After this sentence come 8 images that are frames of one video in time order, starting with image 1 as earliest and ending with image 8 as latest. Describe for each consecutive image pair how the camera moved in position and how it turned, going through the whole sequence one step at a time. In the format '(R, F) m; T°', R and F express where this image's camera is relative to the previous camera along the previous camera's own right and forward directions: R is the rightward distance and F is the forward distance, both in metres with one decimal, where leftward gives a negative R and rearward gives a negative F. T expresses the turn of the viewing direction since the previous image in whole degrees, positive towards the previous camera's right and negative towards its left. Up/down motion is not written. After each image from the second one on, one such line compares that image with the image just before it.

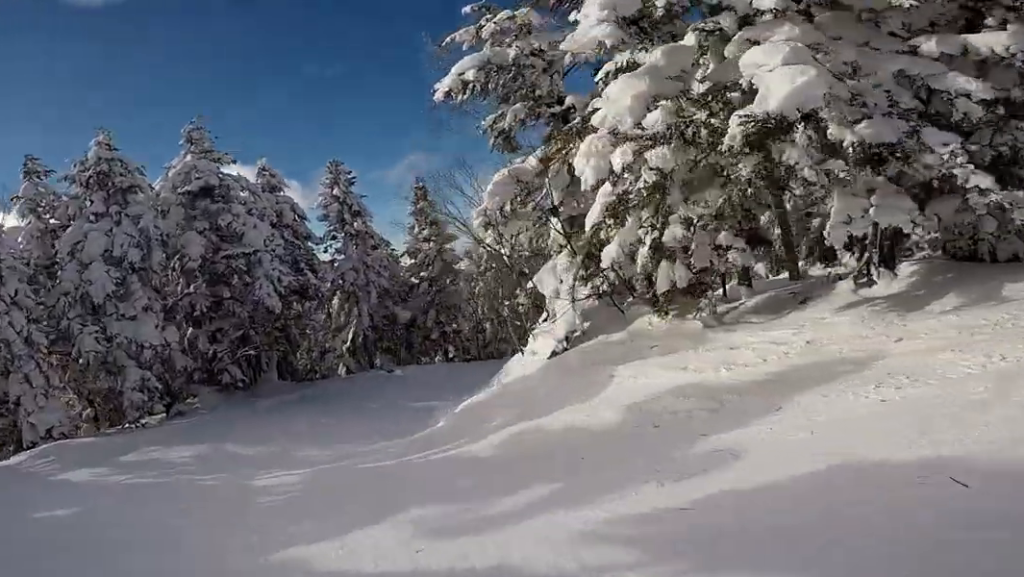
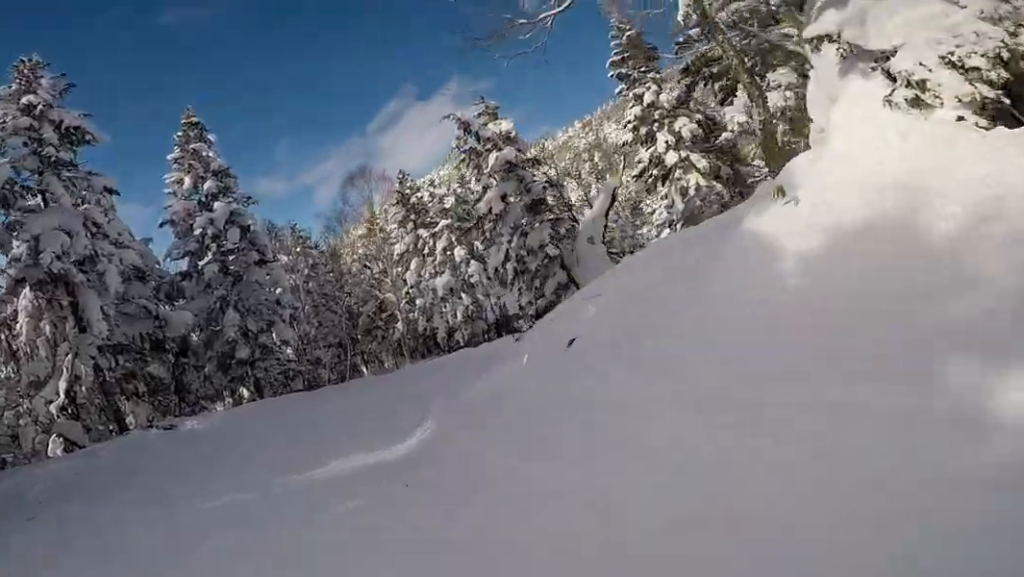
(+4.2, +11.2) m; +43°
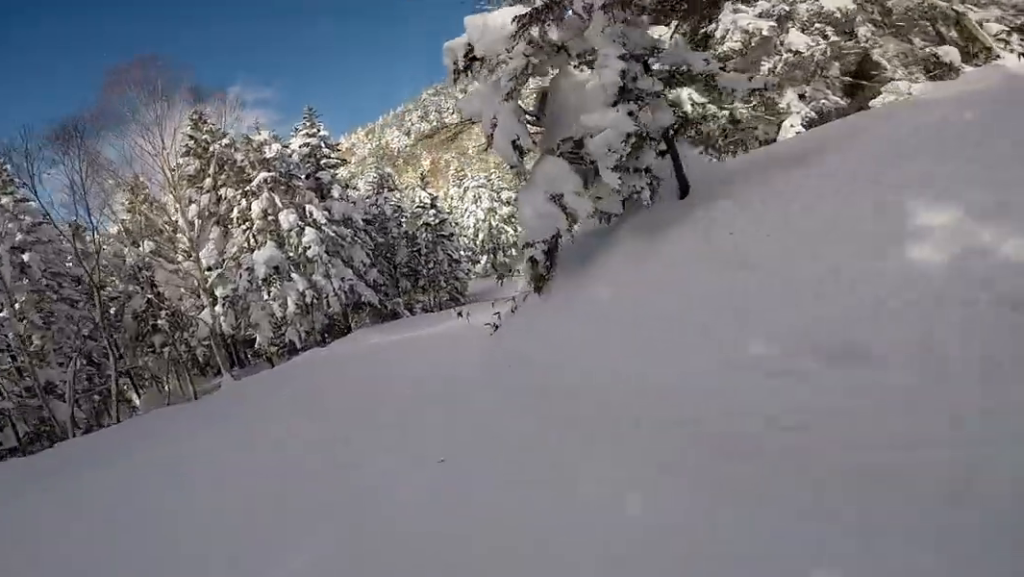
(+2.7, +8.8) m; +30°
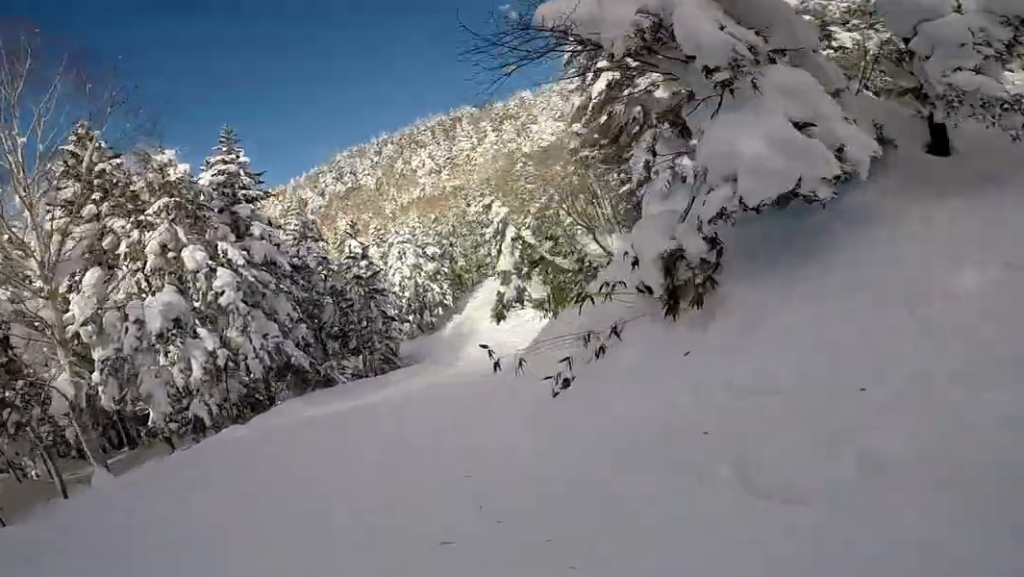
(+0.6, +4.7) m; +13°
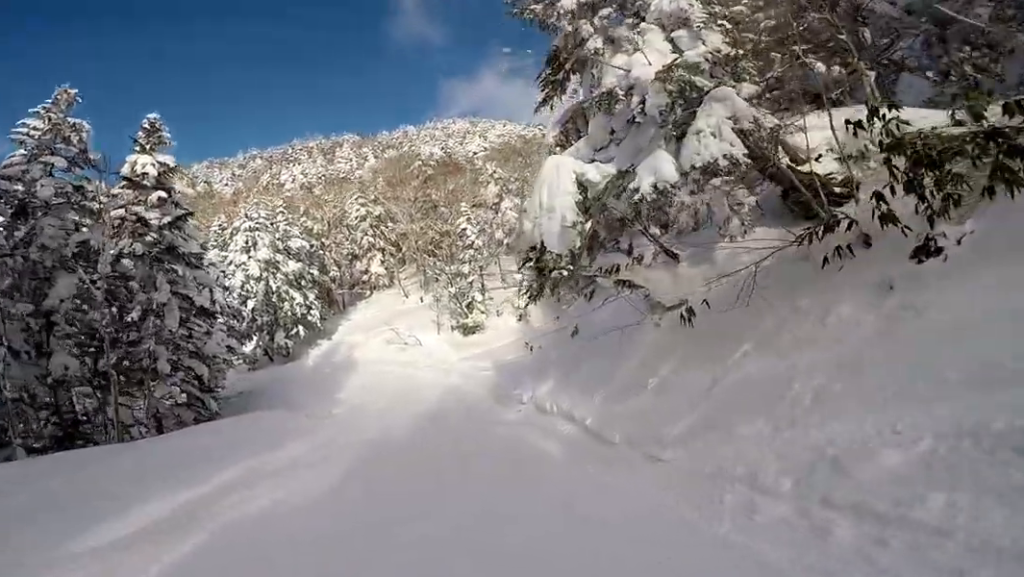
(+3.2, +17.8) m; +1°
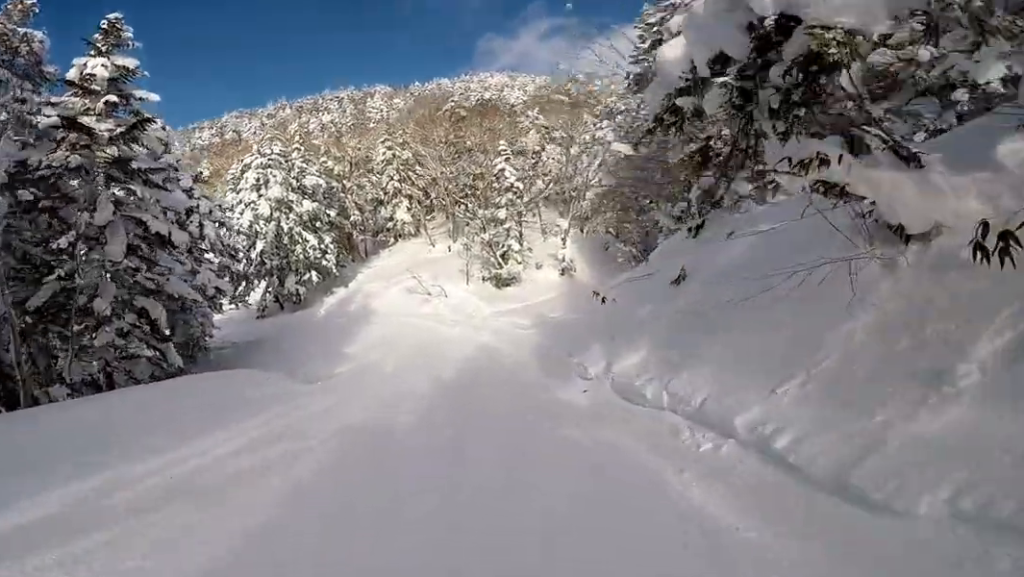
(-0.2, +4.0) m; -7°
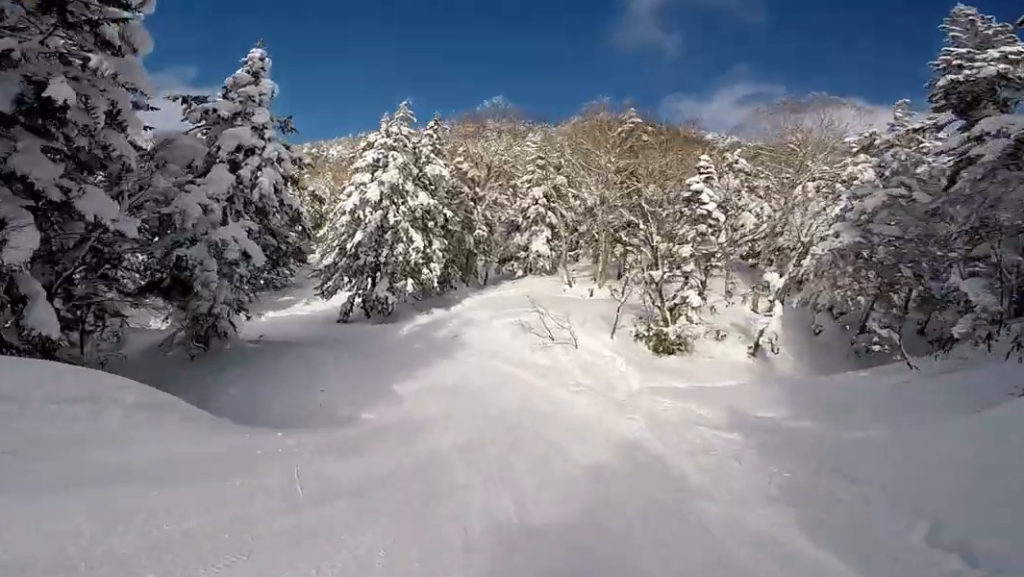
(-0.7, +7.2) m; -15°
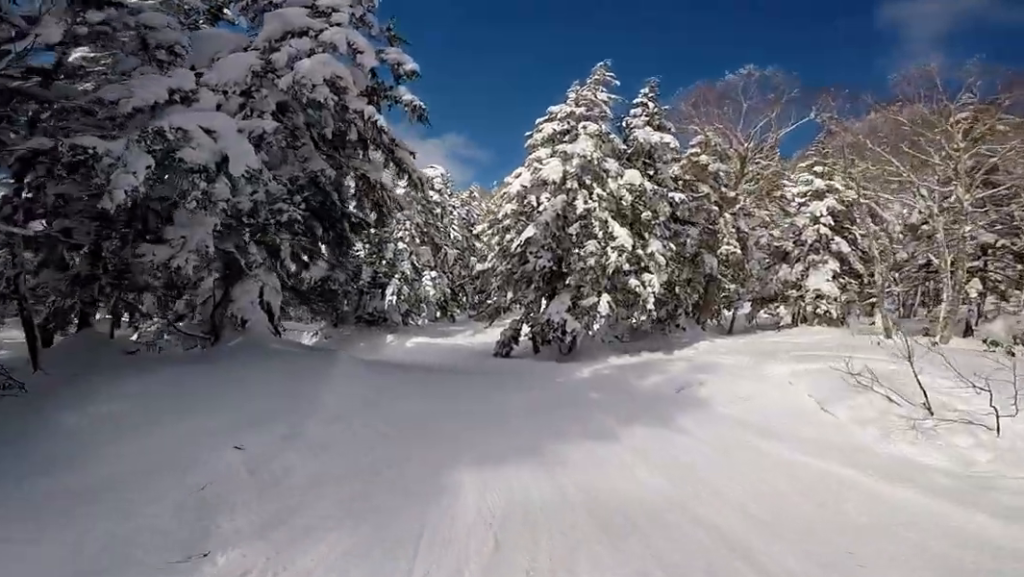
(-1.5, +7.8) m; -21°
